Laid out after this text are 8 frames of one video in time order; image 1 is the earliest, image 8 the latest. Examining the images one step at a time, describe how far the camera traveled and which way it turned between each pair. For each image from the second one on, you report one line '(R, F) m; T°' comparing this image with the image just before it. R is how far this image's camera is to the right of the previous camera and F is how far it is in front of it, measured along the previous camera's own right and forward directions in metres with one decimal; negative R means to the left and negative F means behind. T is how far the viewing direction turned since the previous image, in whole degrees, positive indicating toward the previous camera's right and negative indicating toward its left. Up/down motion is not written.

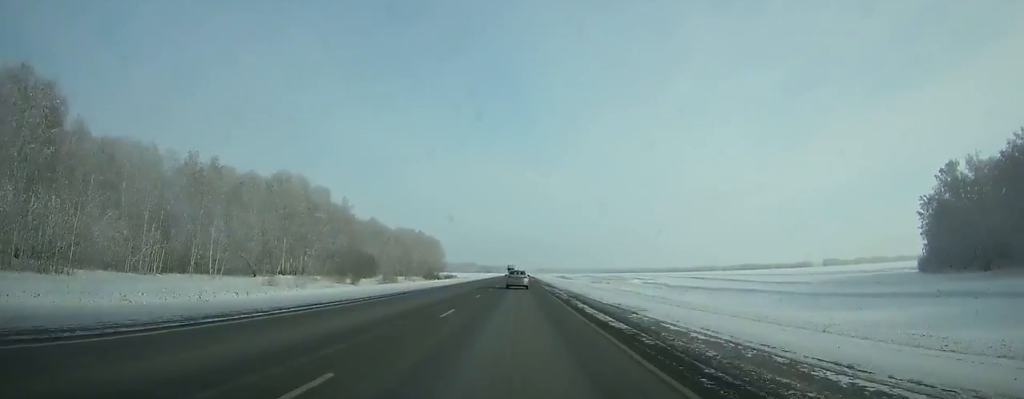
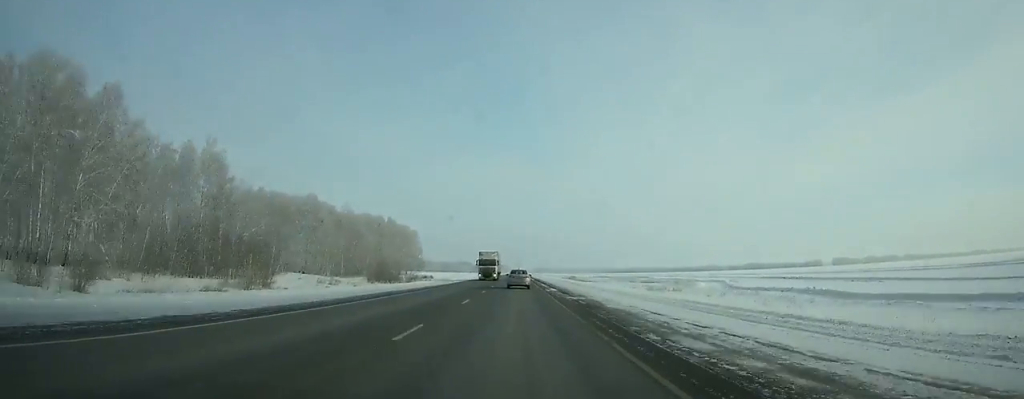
(+0.2, +77.2) m; 0°
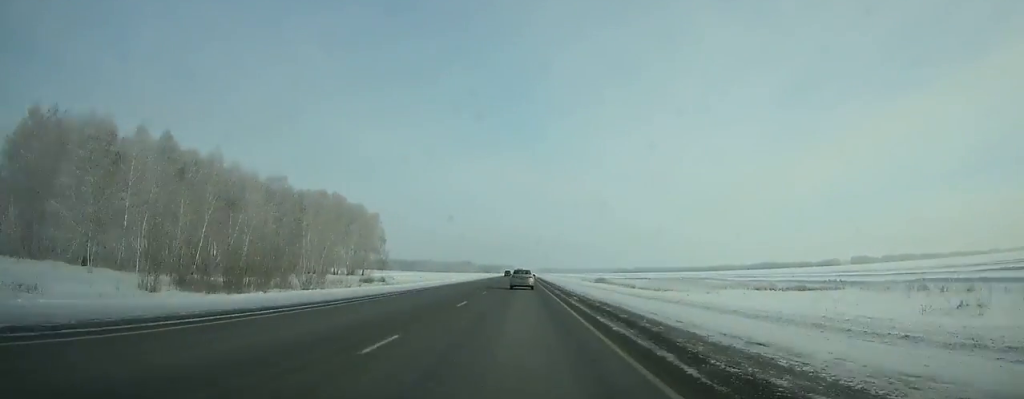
(+0.1, +84.9) m; 0°
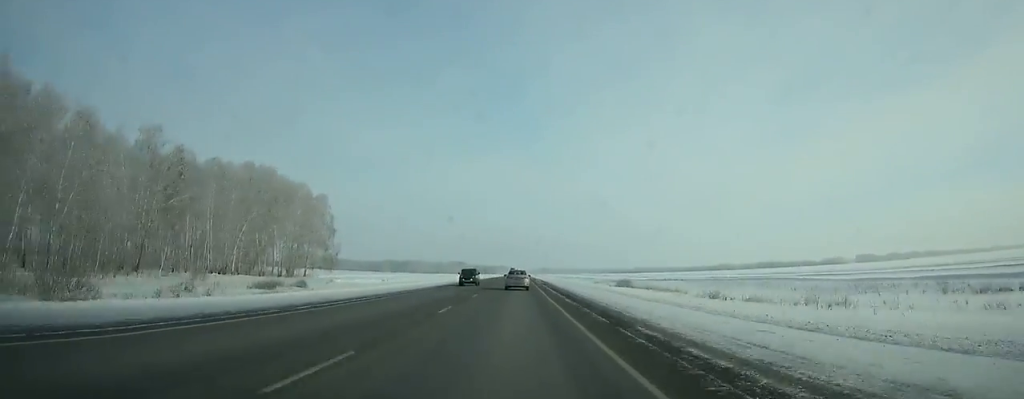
(0.0, +50.3) m; 0°
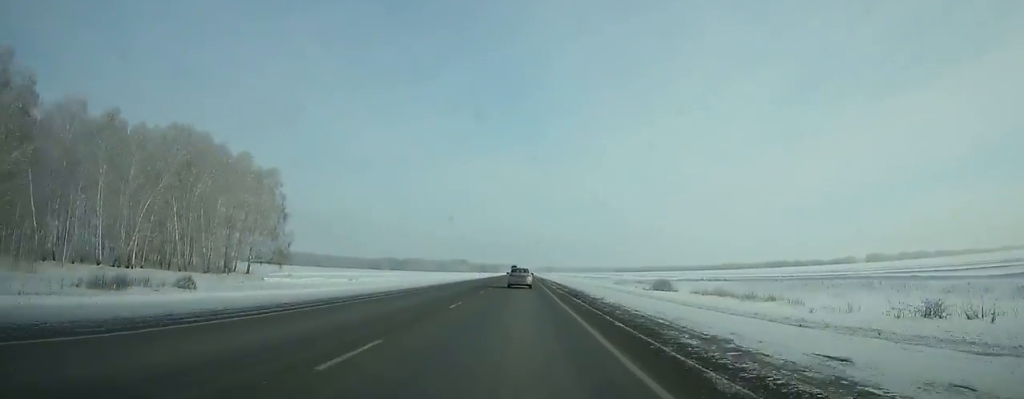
(0.0, +34.4) m; 0°
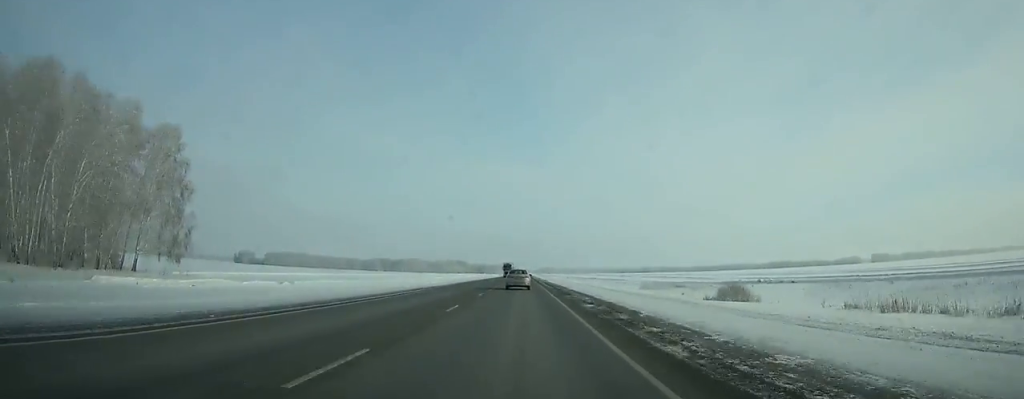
(0.0, +37.0) m; 0°
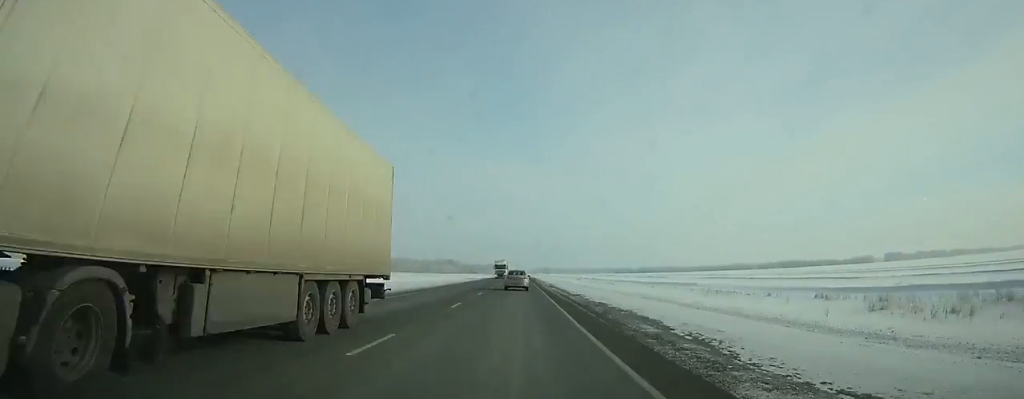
(0.0, +82.1) m; 0°
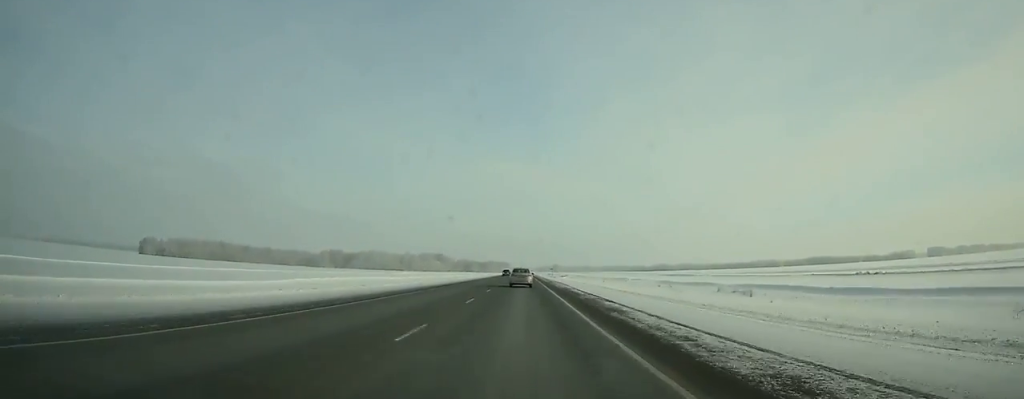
(+0.4, +178.6) m; 0°
